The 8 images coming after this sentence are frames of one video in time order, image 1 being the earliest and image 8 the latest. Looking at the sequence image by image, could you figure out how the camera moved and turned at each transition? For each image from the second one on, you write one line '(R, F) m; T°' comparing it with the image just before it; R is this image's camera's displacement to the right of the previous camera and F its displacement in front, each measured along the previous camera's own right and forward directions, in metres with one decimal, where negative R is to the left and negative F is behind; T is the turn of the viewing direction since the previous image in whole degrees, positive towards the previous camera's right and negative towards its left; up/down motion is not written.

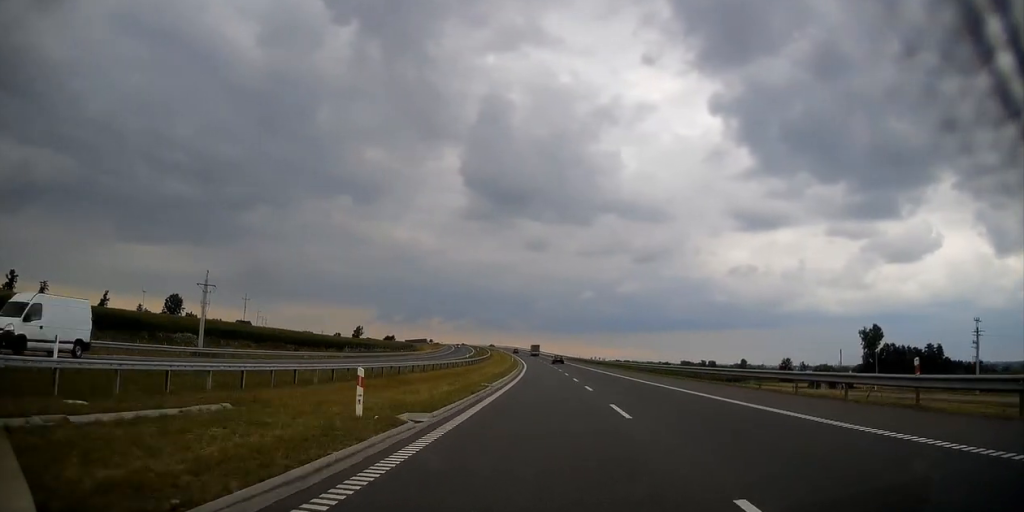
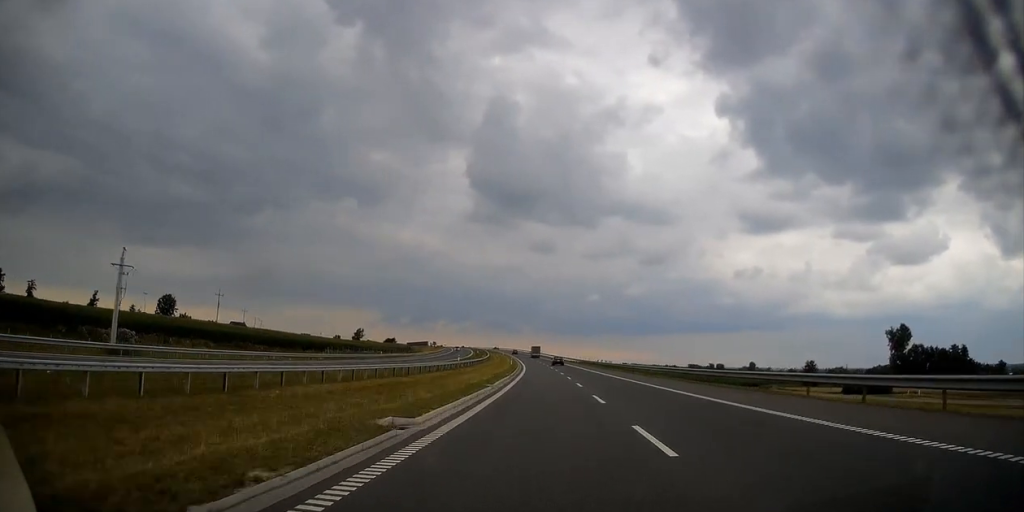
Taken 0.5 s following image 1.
(-0.1, +17.1) m; -1°
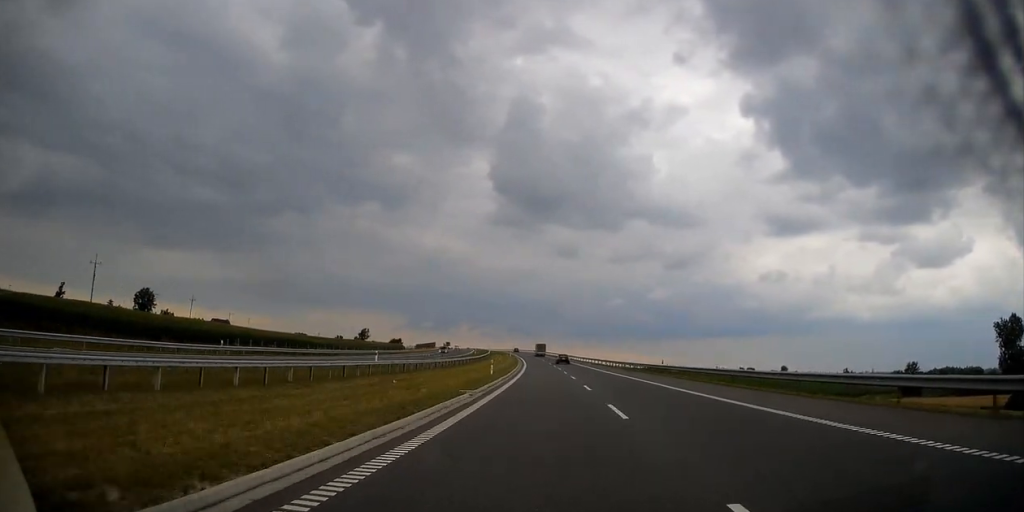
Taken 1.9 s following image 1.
(-0.9, +52.5) m; -2°
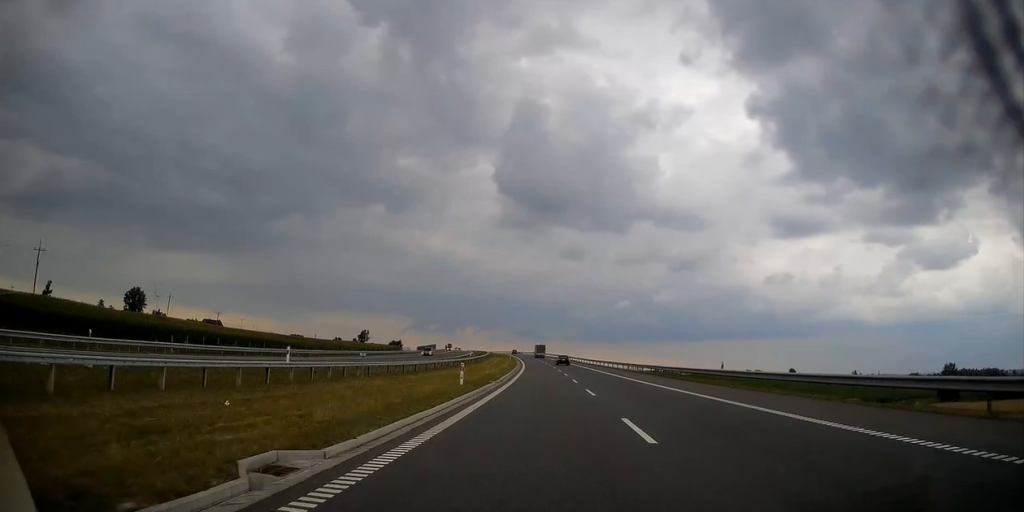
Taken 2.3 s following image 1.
(-0.2, +15.8) m; -1°
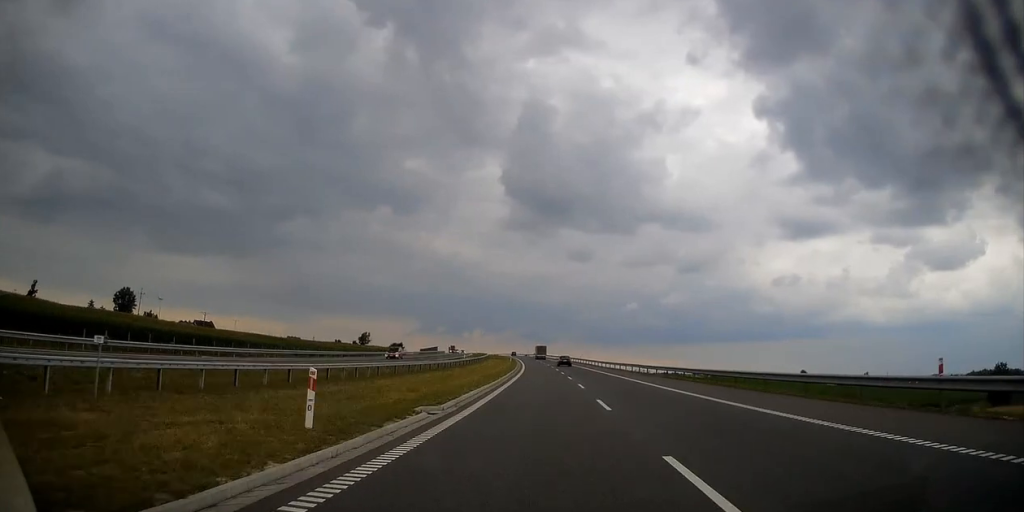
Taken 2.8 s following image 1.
(0.0, +18.3) m; -1°
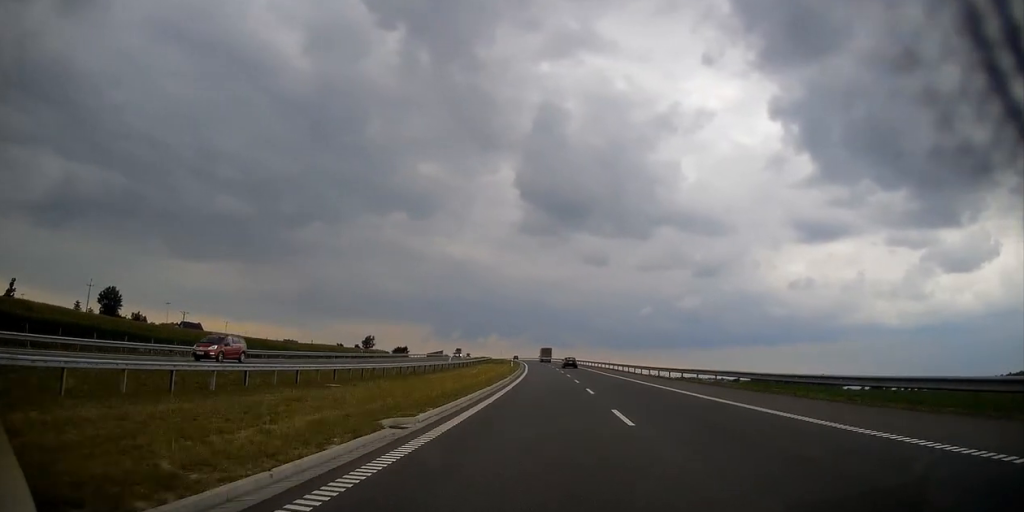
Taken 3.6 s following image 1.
(-0.3, +27.8) m; -1°
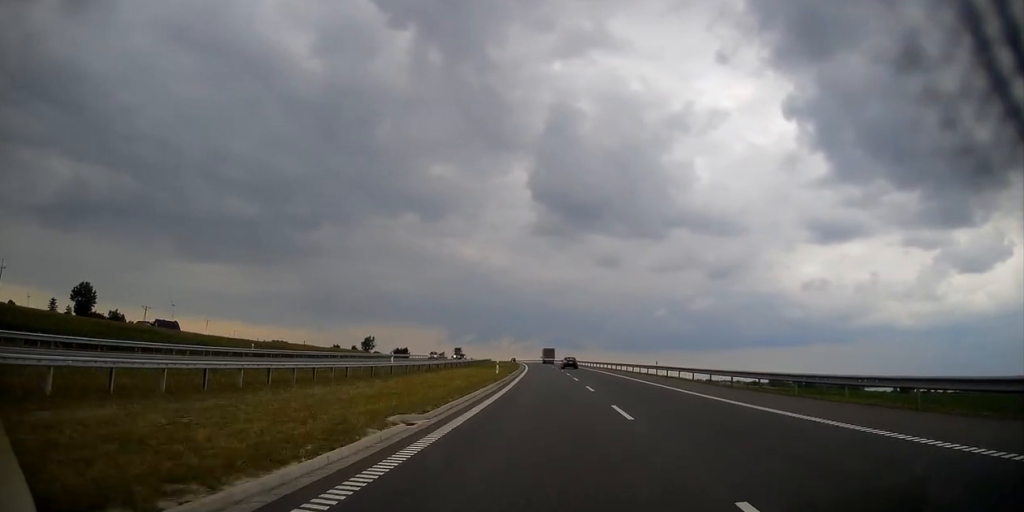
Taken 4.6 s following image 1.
(-0.5, +35.0) m; -2°
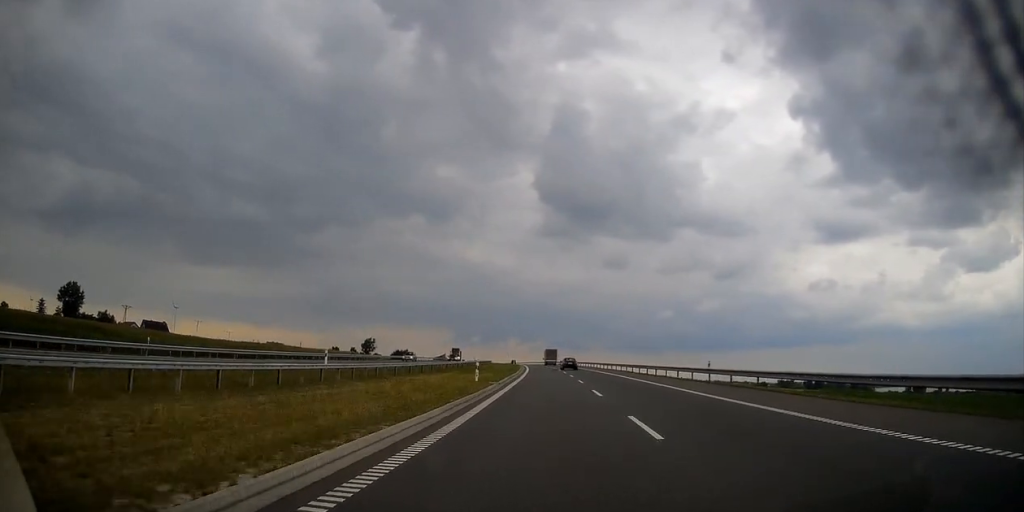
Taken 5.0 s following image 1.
(-0.1, +15.6) m; -1°
